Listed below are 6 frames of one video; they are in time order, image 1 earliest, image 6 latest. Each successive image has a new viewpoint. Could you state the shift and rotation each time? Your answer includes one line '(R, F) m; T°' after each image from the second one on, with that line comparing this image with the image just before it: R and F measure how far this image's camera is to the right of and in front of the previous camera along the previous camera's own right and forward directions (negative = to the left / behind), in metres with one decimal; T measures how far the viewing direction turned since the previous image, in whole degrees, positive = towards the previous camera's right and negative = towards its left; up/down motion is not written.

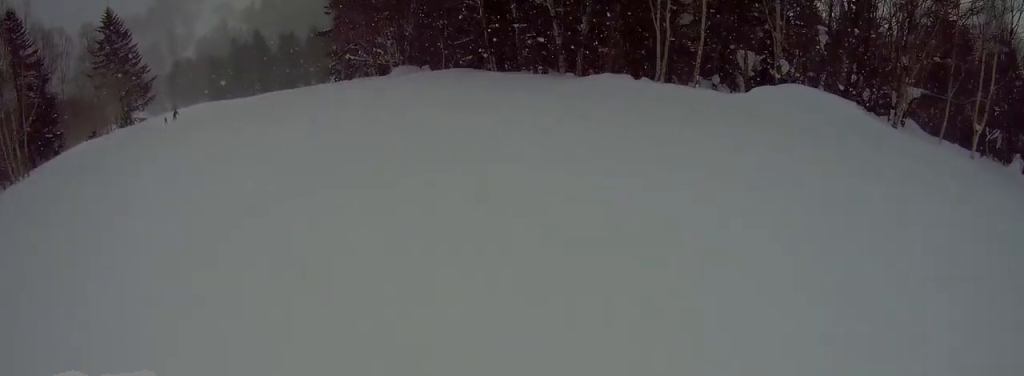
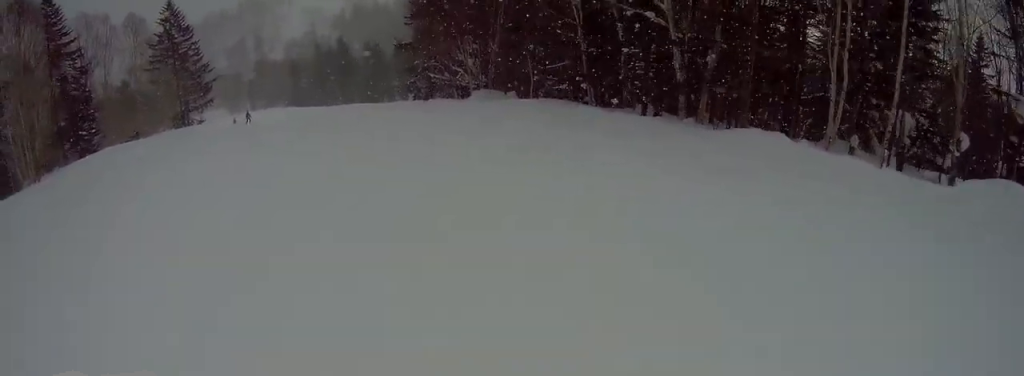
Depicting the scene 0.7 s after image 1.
(+0.5, +5.2) m; +1°
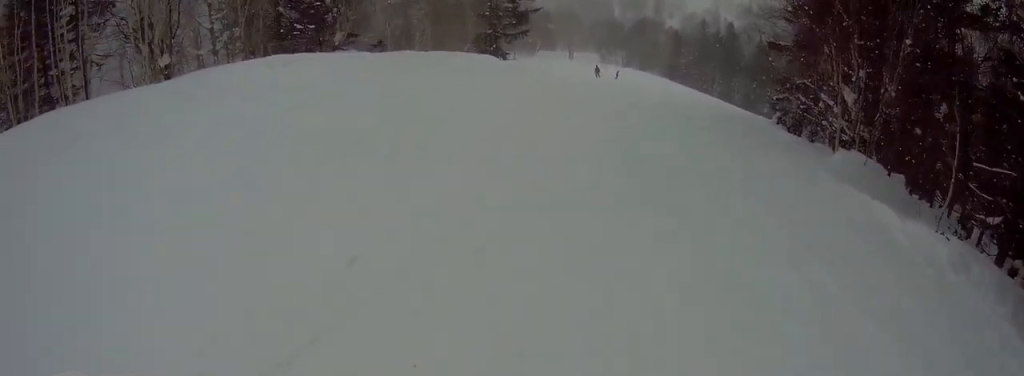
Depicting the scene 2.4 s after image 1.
(-4.6, +11.5) m; -50°
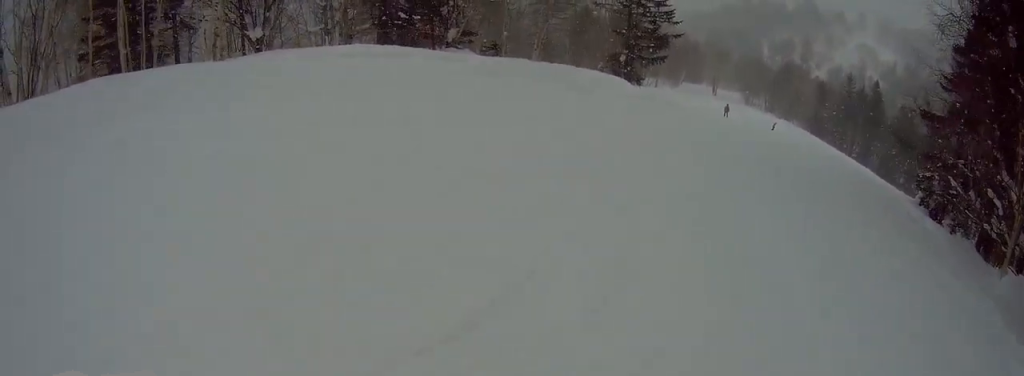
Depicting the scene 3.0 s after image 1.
(-0.7, +4.6) m; -8°
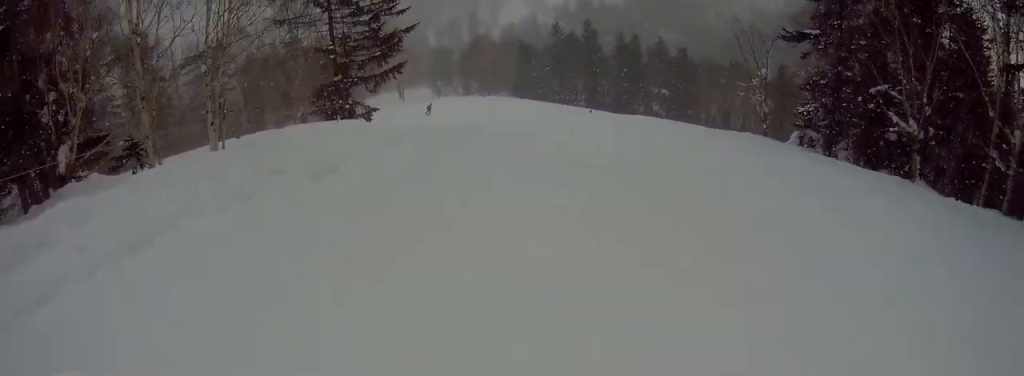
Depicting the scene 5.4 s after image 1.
(+0.6, +10.0) m; +29°
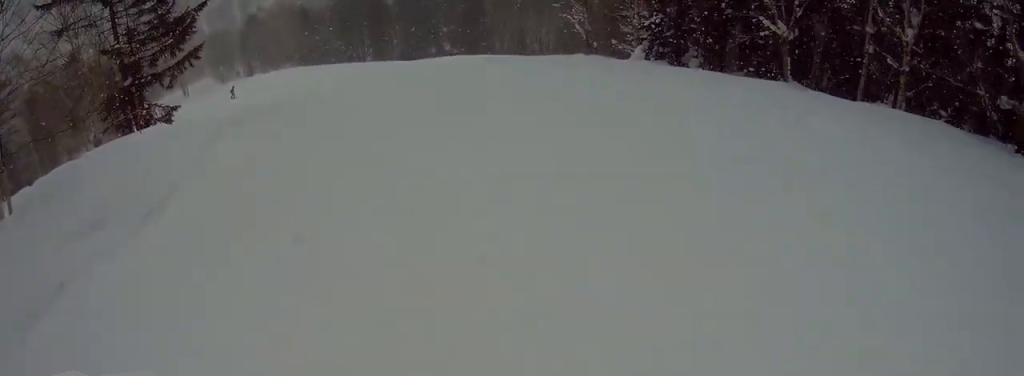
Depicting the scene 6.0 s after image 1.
(+0.4, +3.1) m; +14°
